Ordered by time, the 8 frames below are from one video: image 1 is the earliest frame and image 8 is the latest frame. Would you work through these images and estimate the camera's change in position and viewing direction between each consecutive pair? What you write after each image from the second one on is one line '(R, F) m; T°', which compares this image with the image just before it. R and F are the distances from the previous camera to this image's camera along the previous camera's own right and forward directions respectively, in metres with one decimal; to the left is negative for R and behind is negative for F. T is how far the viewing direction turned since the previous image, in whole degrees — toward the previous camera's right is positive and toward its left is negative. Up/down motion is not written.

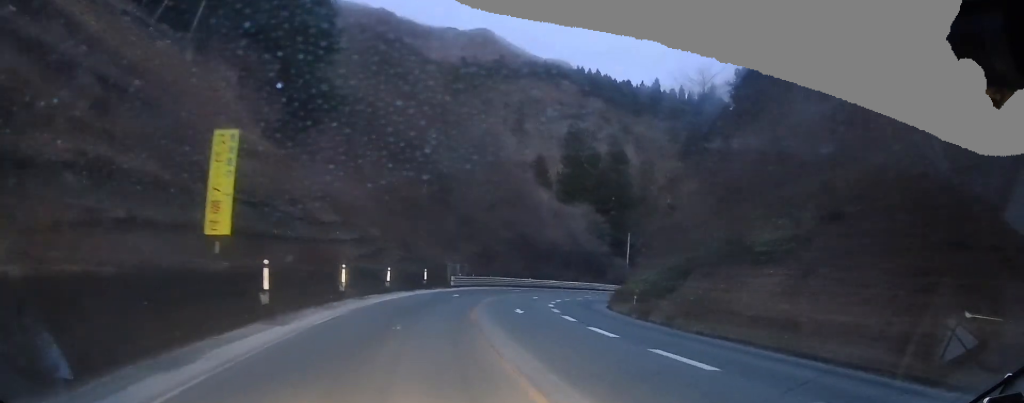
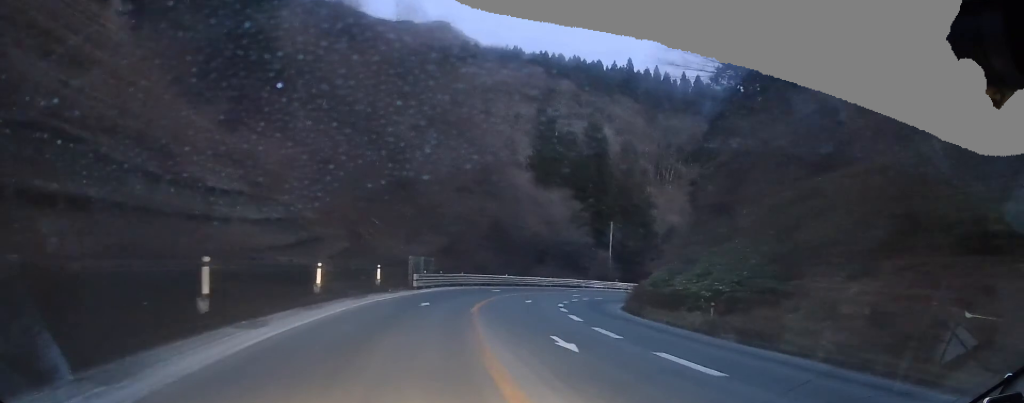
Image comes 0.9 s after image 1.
(+0.4, +11.6) m; +1°
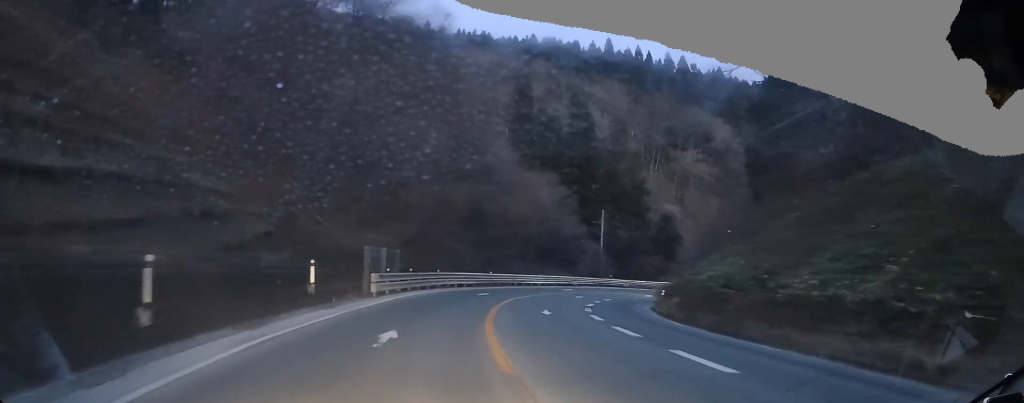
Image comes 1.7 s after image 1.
(0.0, +11.5) m; 0°
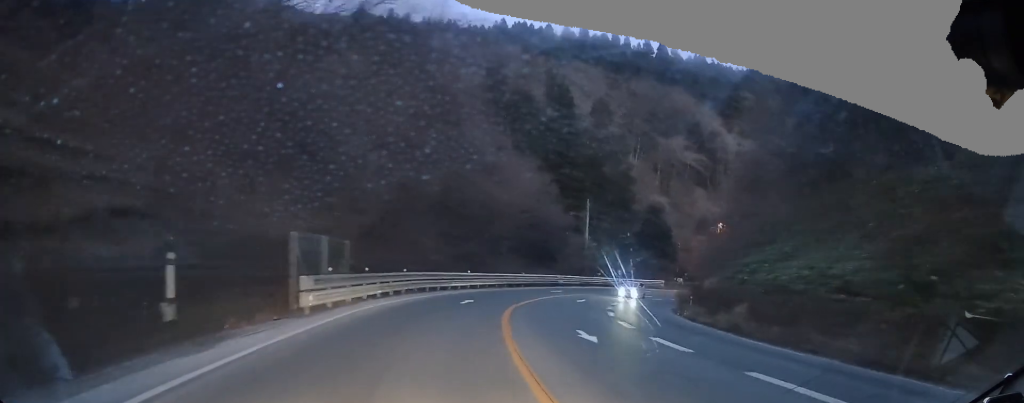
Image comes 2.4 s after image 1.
(-0.4, +9.3) m; 0°
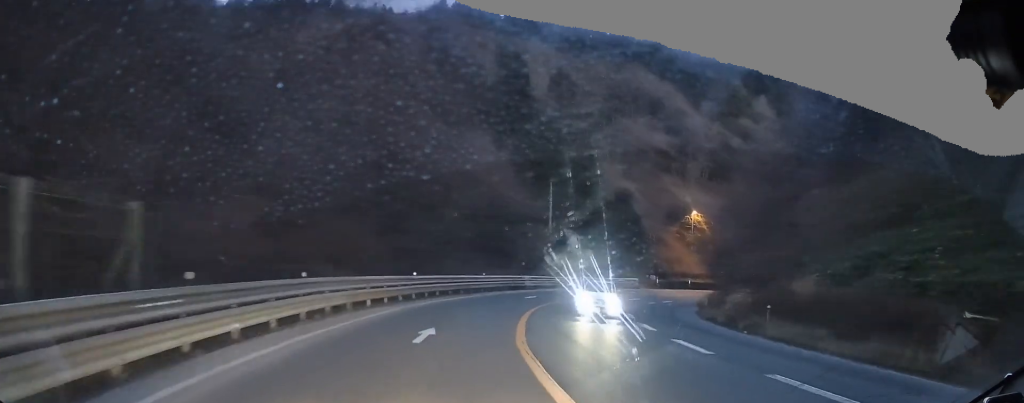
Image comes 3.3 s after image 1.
(+0.7, +12.5) m; +3°
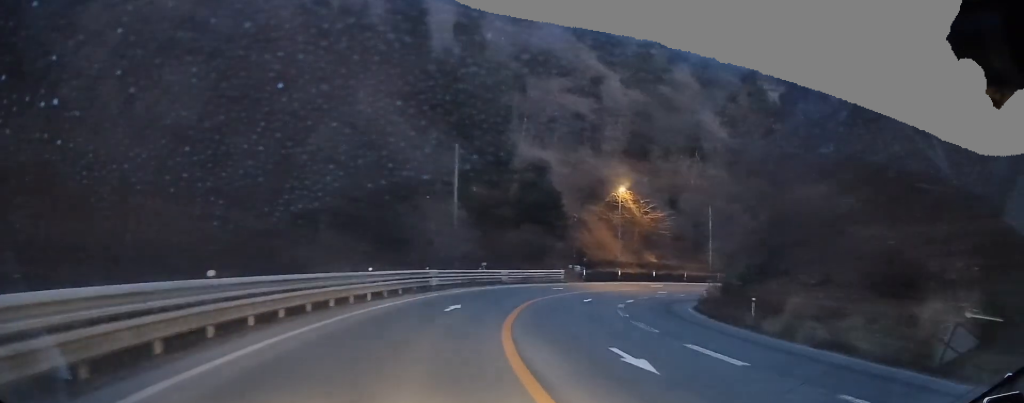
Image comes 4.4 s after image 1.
(+0.3, +15.8) m; +9°
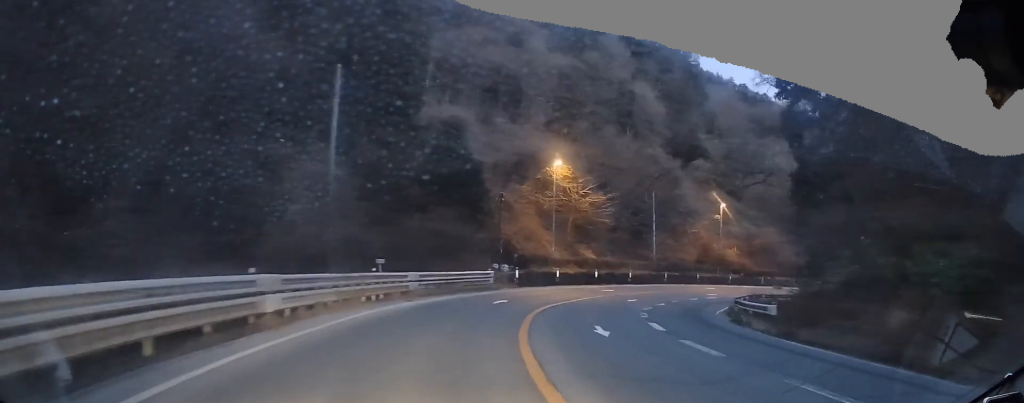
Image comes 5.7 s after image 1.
(+1.9, +17.8) m; +4°
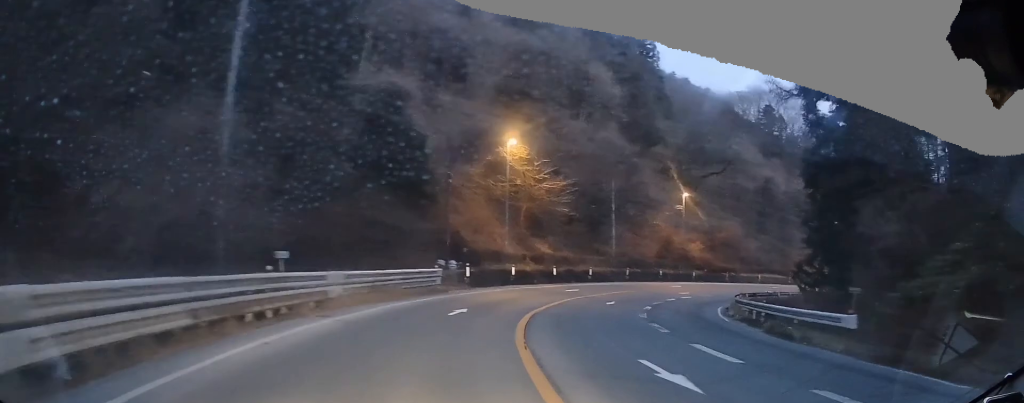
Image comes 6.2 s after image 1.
(-0.6, +7.9) m; 0°
